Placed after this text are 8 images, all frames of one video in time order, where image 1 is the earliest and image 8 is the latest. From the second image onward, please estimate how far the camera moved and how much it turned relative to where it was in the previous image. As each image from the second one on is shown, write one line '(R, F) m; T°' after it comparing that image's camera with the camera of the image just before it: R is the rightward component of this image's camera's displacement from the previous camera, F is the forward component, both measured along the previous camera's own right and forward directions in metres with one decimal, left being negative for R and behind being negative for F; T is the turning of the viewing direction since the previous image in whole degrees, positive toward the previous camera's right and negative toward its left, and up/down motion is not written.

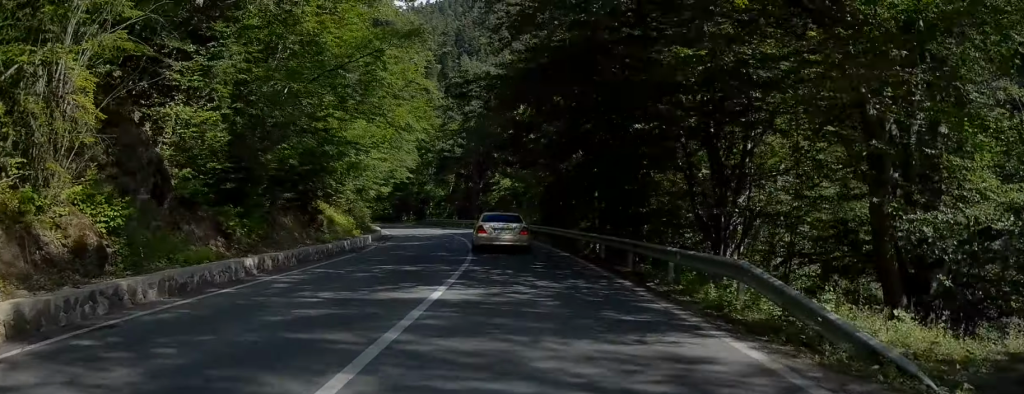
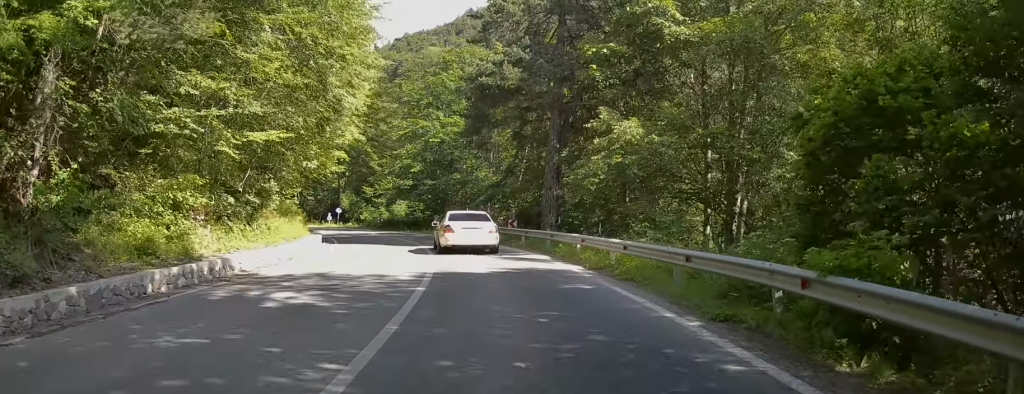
(-1.9, +32.8) m; -7°
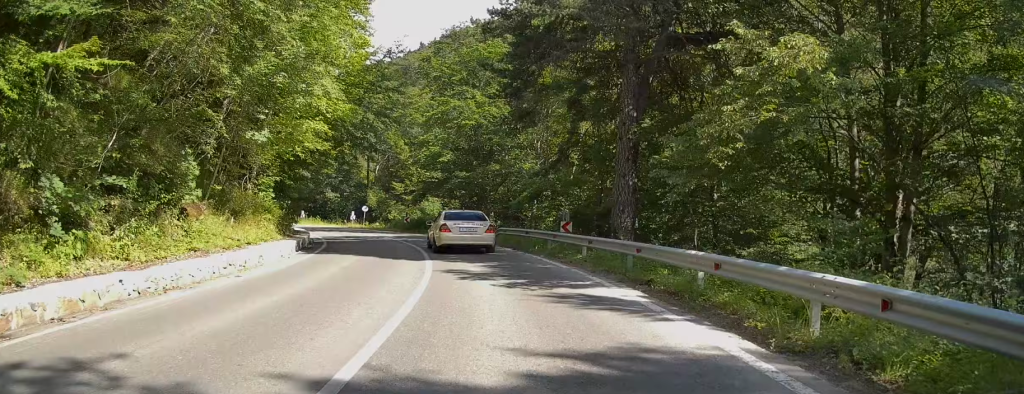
(-0.3, +9.2) m; -5°
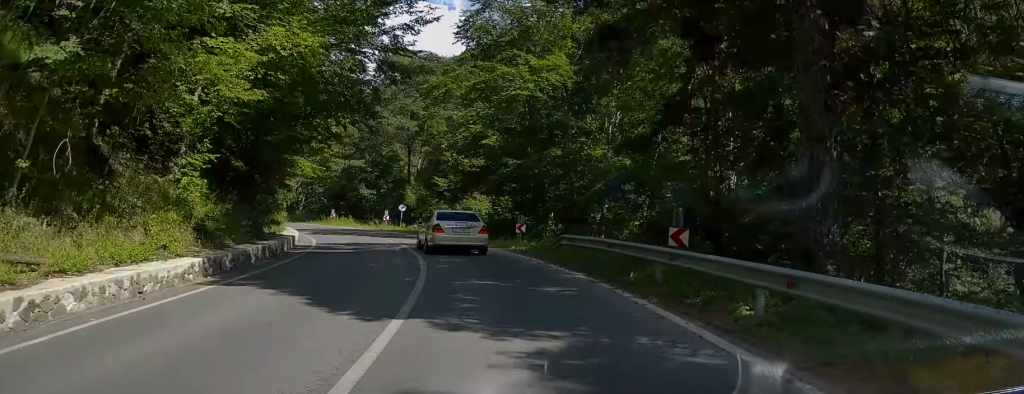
(-0.5, +9.8) m; -6°
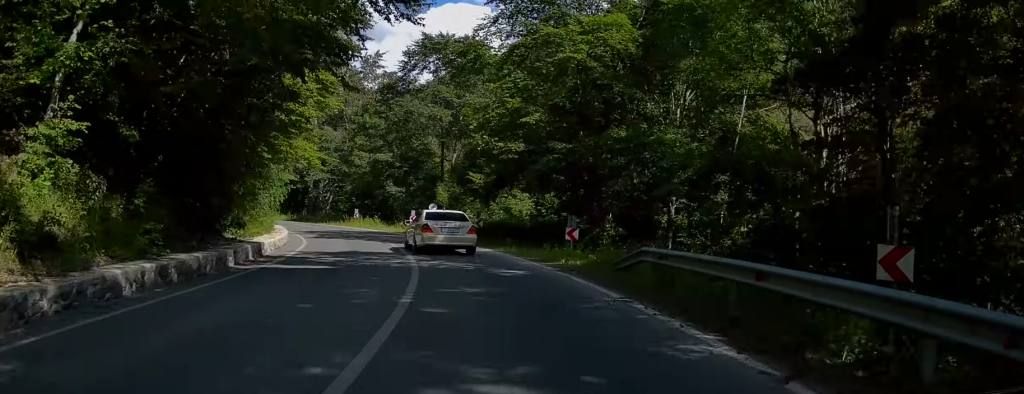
(-0.2, +7.1) m; -5°
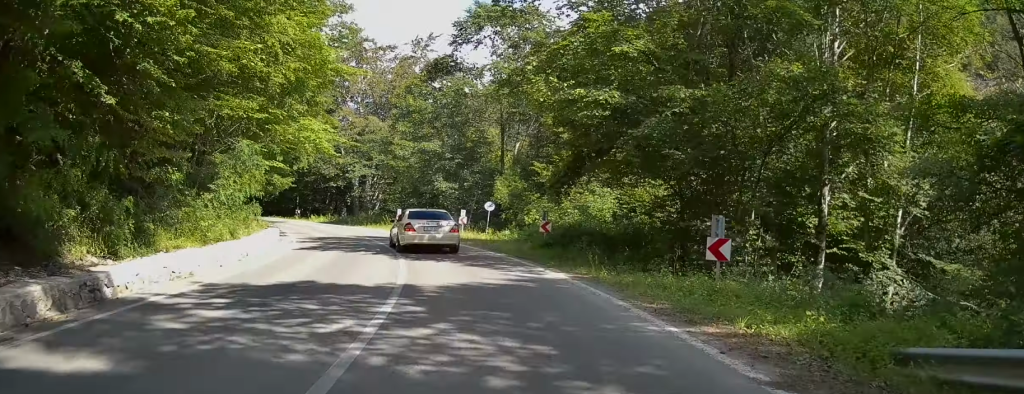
(-0.7, +10.0) m; -6°
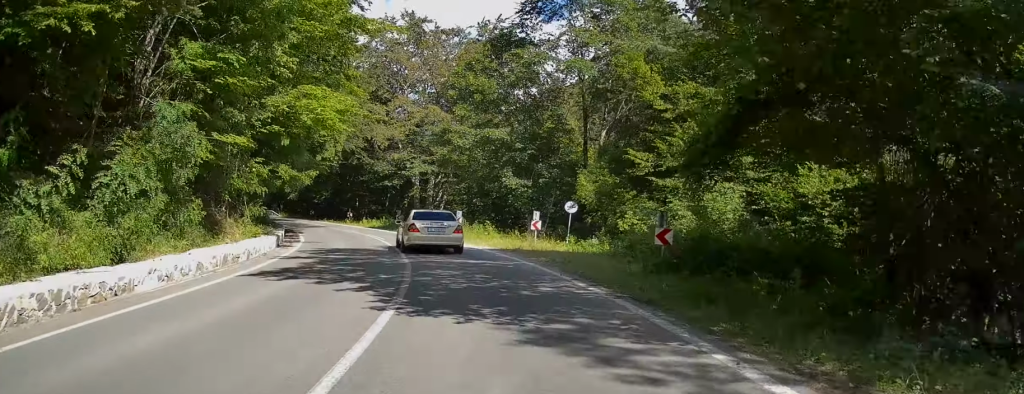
(-0.5, +9.2) m; -5°
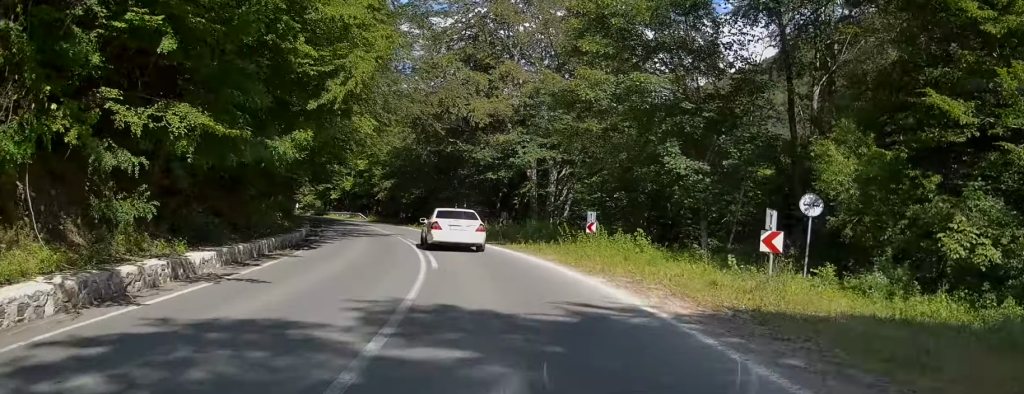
(-1.3, +15.9) m; -10°
